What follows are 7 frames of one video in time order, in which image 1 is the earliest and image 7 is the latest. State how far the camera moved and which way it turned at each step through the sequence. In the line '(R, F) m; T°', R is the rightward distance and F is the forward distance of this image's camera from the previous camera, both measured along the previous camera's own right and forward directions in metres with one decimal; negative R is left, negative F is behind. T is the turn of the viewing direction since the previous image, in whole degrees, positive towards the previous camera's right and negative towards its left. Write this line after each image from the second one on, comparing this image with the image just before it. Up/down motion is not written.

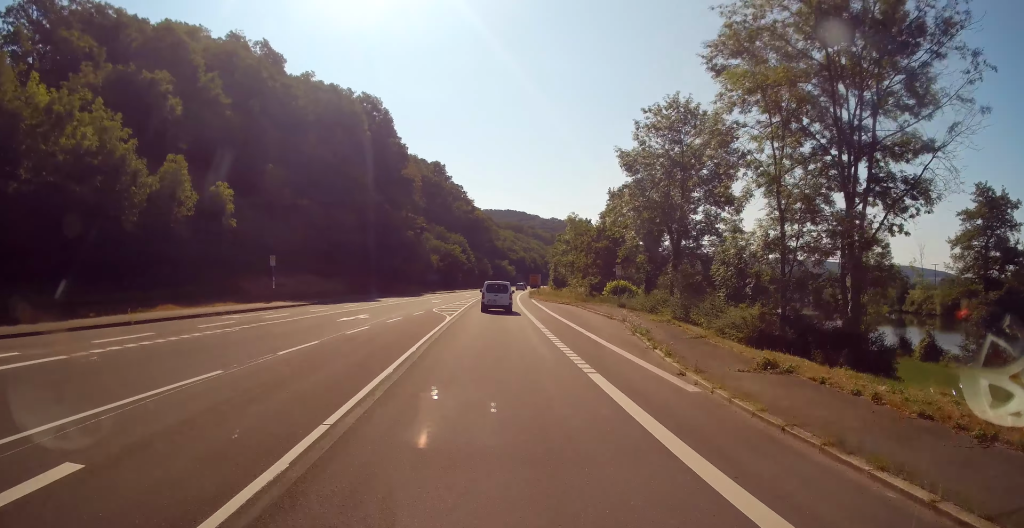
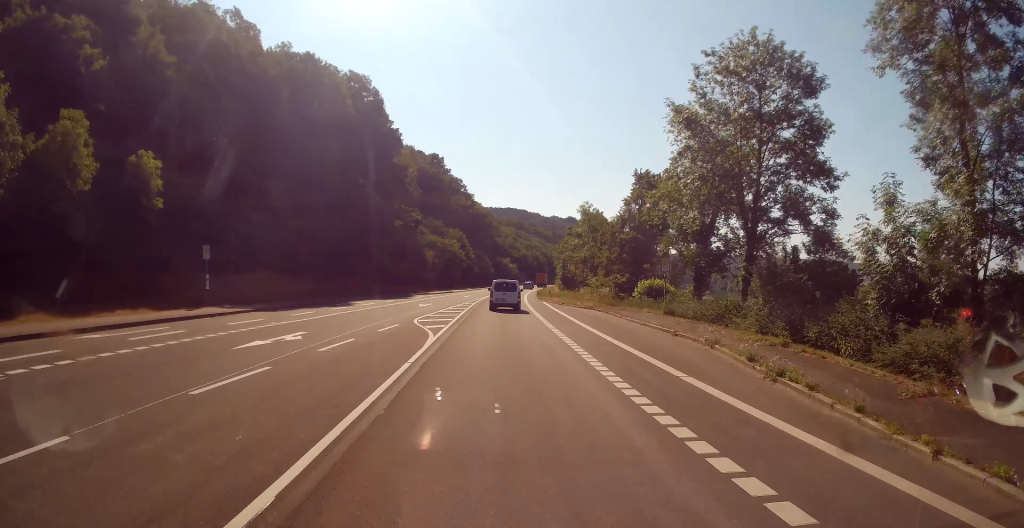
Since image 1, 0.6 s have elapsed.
(+0.1, +11.4) m; 0°
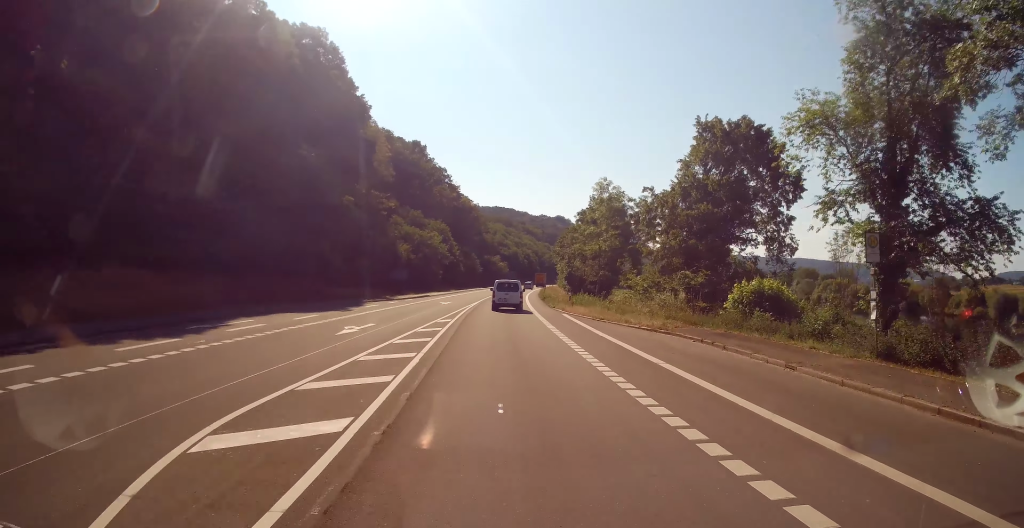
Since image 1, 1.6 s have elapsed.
(-0.2, +19.2) m; 0°
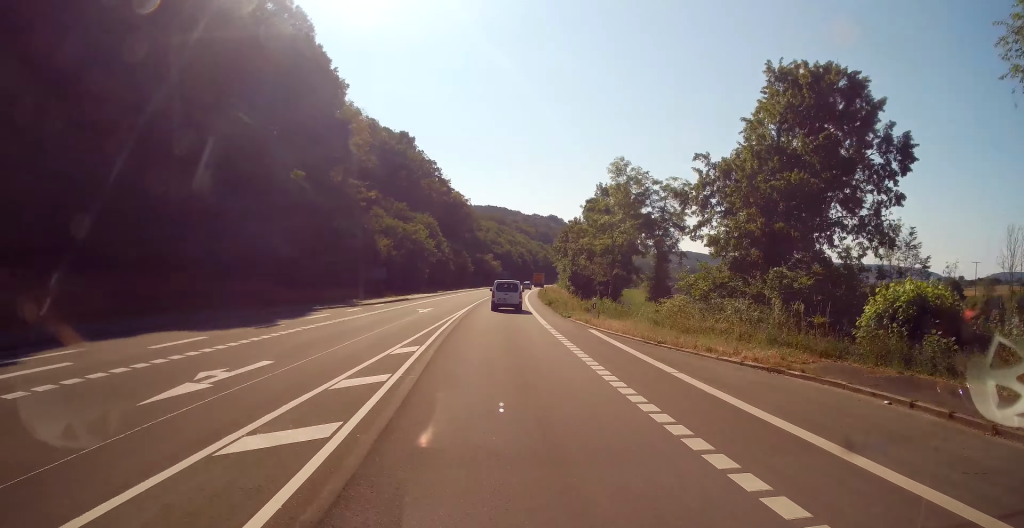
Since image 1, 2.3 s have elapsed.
(-0.1, +11.6) m; +1°
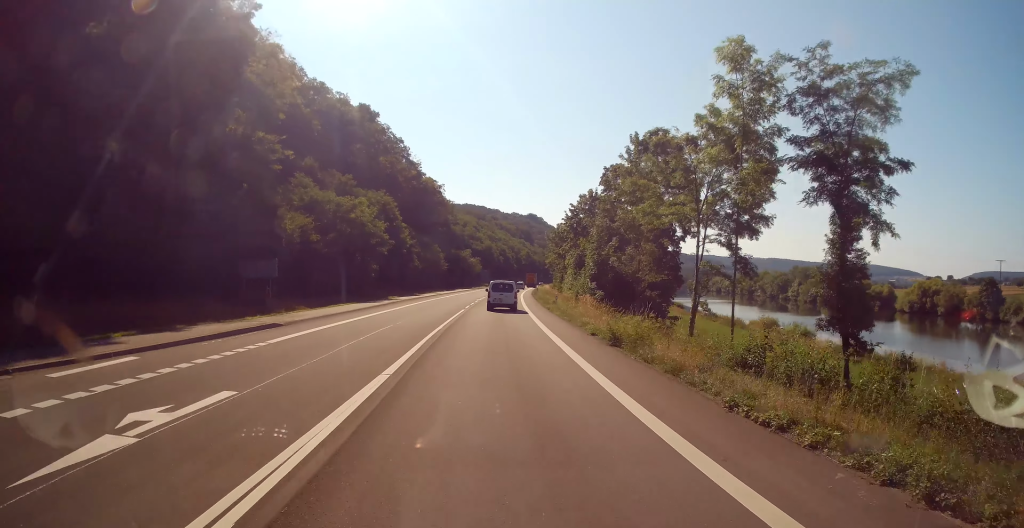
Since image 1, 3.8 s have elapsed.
(+1.1, +28.1) m; +3°
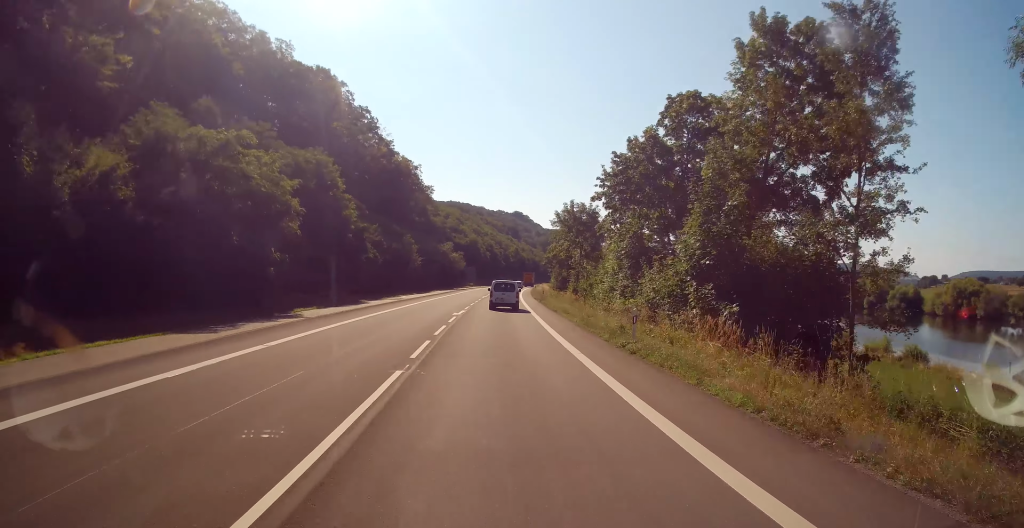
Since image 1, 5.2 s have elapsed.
(+0.1, +25.2) m; +1°
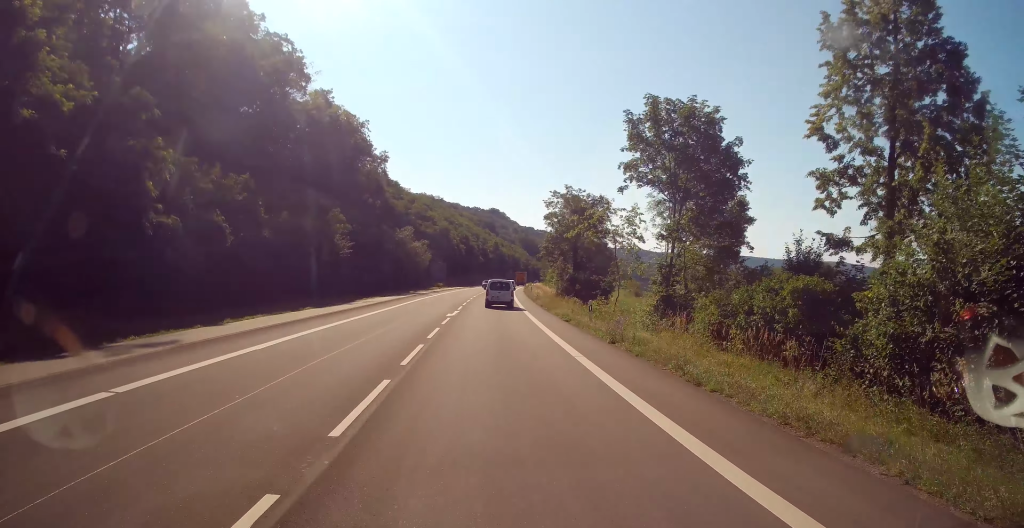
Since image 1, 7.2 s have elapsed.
(+1.2, +36.9) m; +3°
